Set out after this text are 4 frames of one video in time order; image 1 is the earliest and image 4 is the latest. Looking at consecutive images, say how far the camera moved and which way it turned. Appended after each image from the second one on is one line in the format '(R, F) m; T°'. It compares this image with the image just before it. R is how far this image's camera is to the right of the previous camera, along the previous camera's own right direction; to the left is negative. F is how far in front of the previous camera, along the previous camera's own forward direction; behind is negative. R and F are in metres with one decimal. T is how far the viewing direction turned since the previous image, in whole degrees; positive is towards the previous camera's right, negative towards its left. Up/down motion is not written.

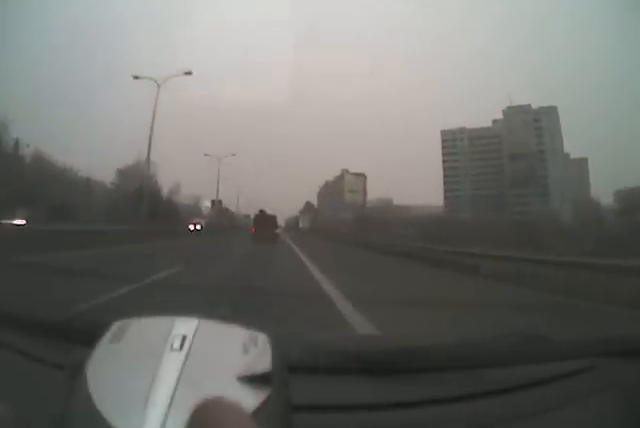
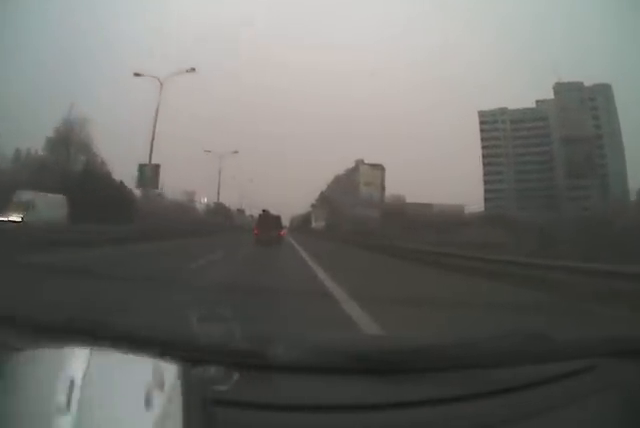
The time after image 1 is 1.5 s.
(+0.4, +30.7) m; +1°
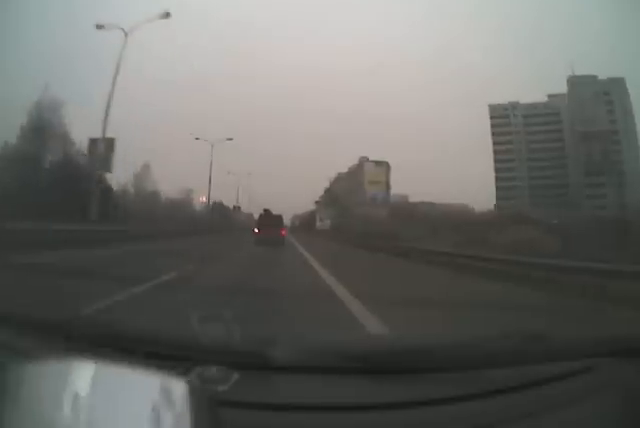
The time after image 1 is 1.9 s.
(+0.1, +8.1) m; 0°
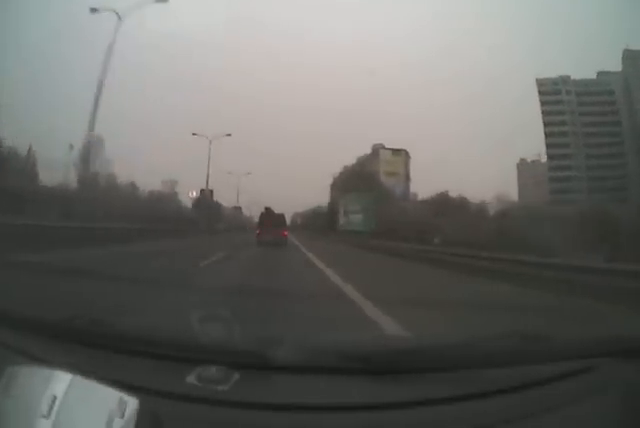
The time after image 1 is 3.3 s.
(-0.6, +28.3) m; -2°
